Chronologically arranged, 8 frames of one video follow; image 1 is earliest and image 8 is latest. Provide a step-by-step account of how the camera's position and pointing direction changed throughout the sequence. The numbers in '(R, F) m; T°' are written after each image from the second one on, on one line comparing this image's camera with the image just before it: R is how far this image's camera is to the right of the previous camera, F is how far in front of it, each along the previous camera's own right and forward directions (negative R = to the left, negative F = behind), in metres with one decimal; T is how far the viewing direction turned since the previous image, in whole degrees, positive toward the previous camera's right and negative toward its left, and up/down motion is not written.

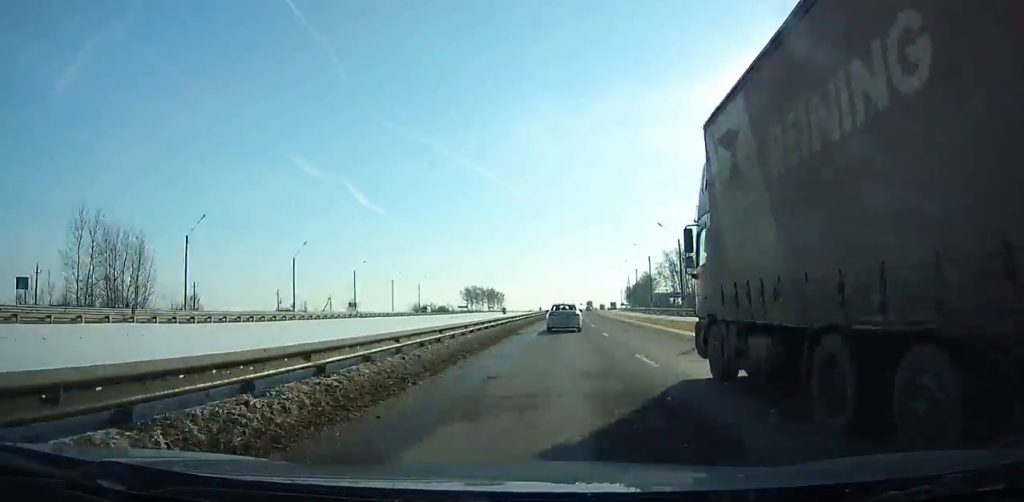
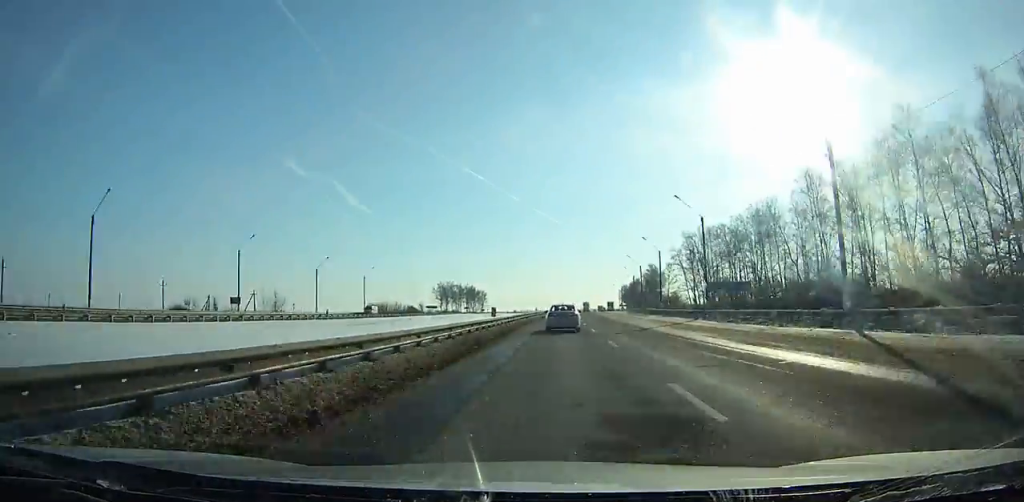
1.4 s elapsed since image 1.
(+0.2, +39.8) m; +1°
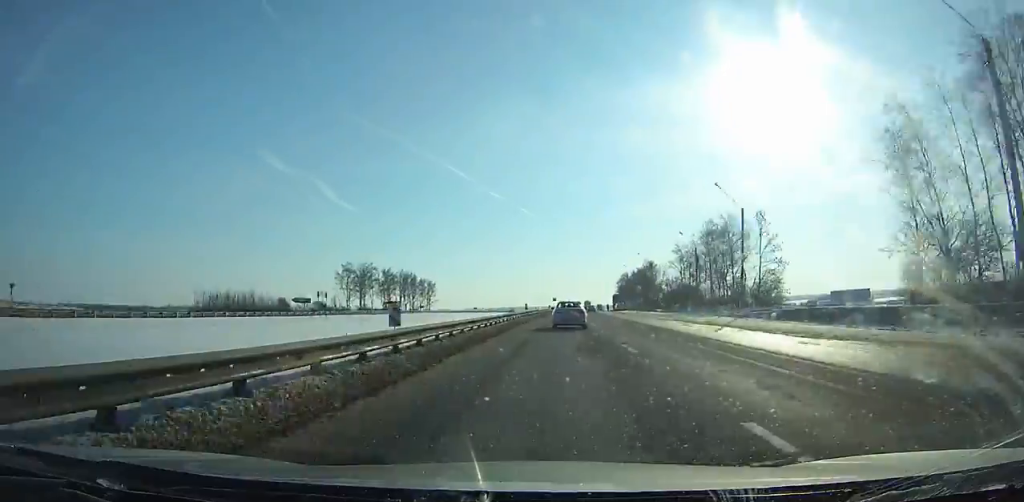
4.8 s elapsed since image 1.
(+1.7, +97.2) m; +2°
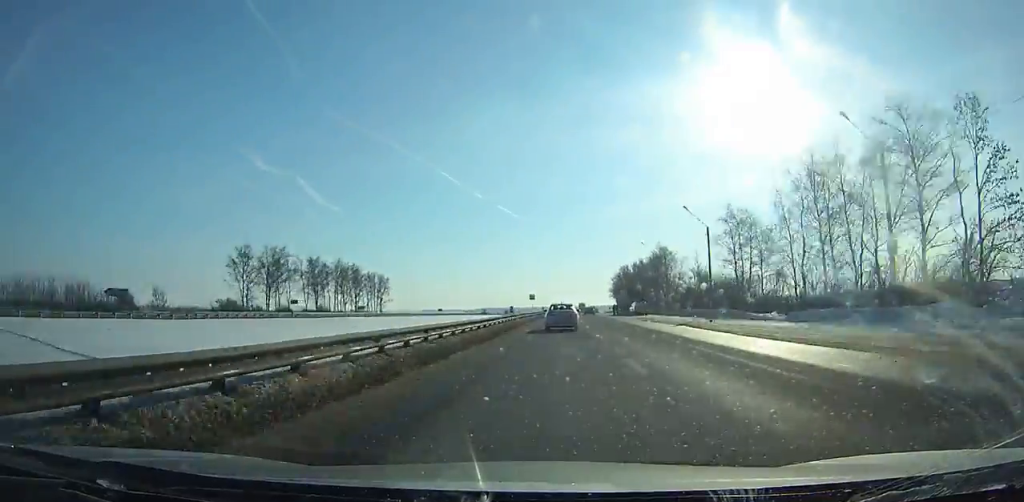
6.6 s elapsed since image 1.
(+0.5, +51.6) m; +1°
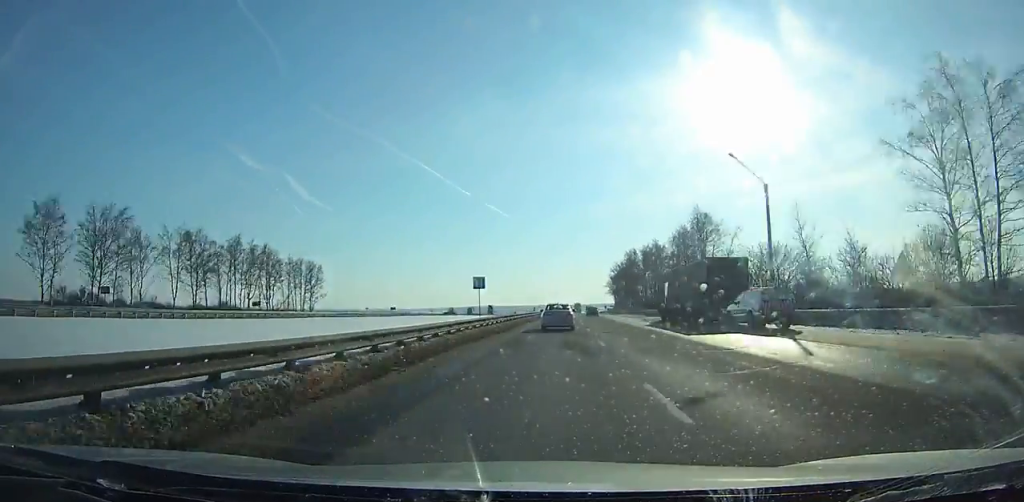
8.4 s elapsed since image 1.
(+0.8, +51.5) m; +1°
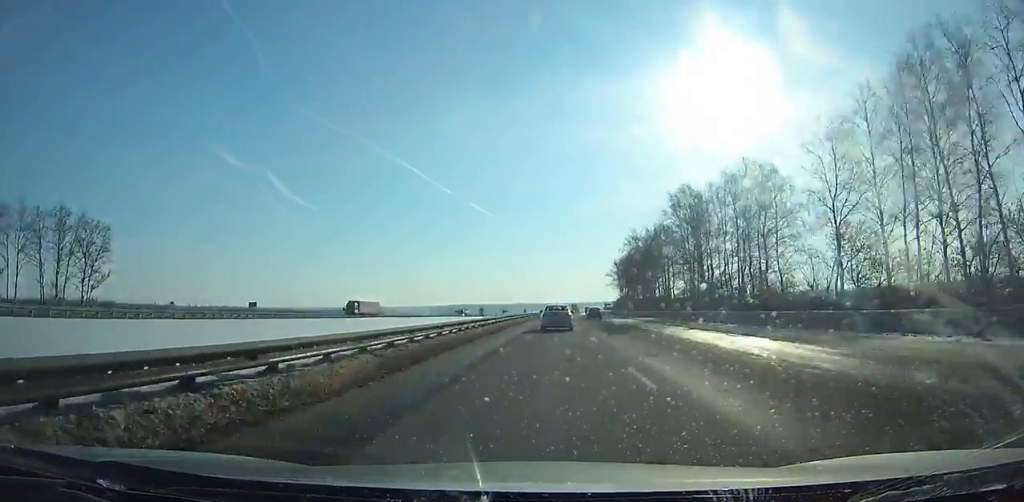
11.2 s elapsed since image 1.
(+1.0, +80.2) m; +1°
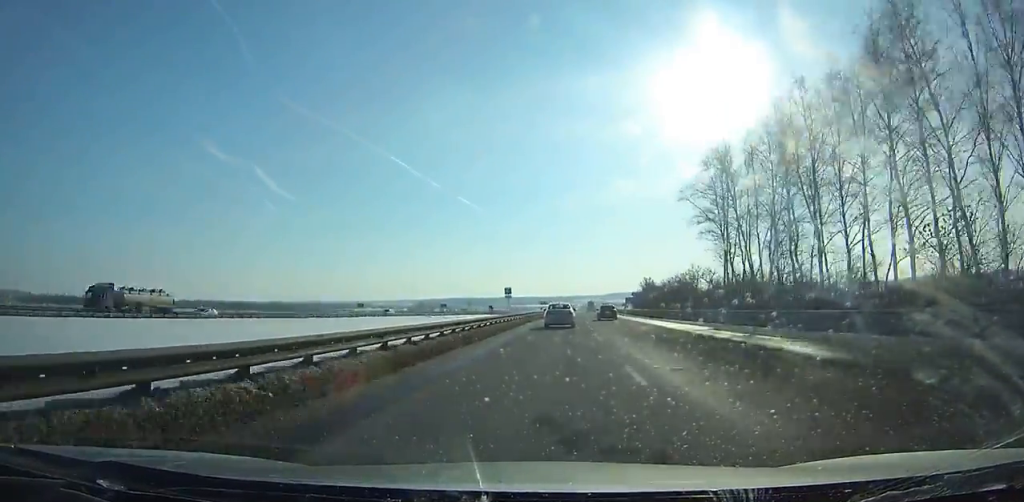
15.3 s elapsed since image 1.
(+1.4, +117.5) m; +2°
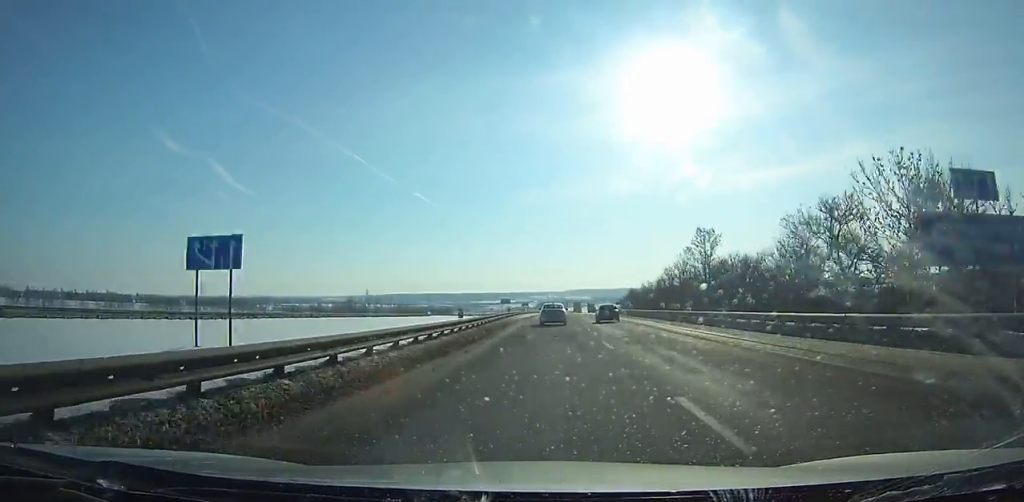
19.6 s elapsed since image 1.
(+4.0, +123.4) m; +3°
